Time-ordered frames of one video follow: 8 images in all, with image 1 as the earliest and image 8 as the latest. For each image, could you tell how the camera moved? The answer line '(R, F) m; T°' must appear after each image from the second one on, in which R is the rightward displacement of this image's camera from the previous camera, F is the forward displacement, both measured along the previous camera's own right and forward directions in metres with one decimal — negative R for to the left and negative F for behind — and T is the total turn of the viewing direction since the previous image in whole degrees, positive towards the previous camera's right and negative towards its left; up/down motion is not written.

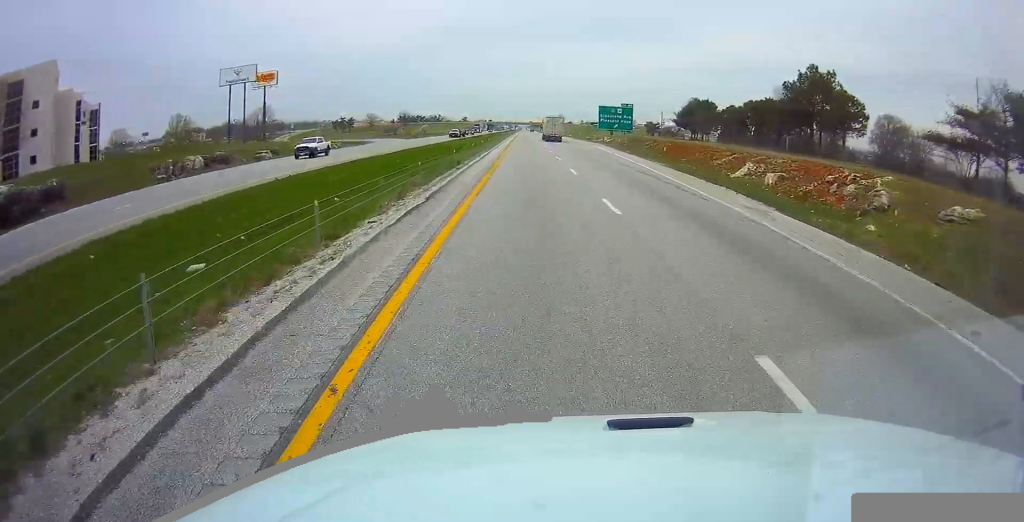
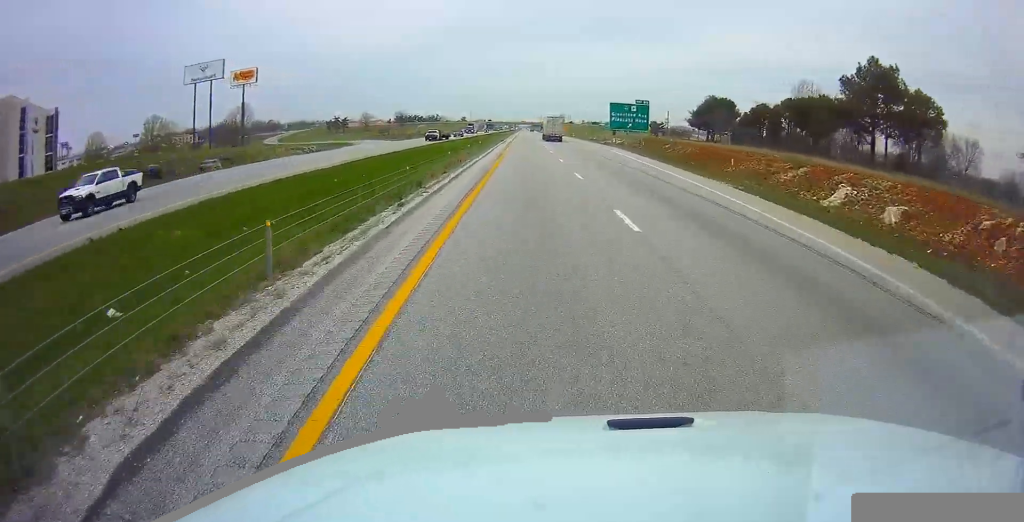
(+0.1, +14.7) m; 0°
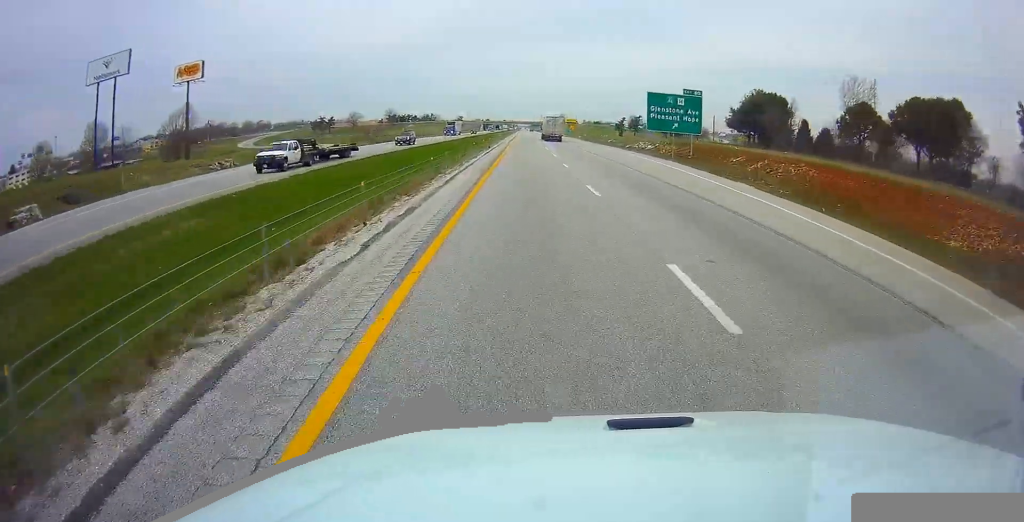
(-0.1, +30.4) m; 0°
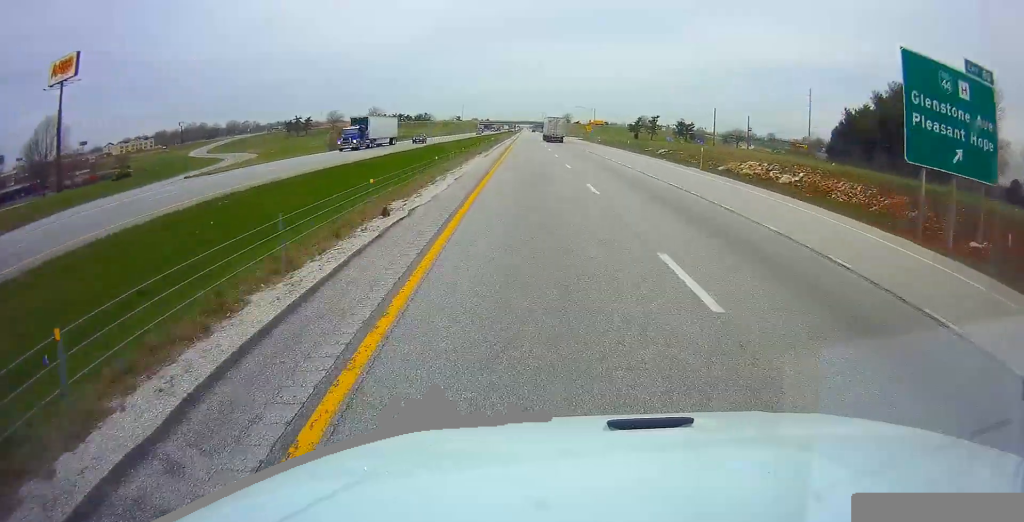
(-0.1, +47.9) m; 0°
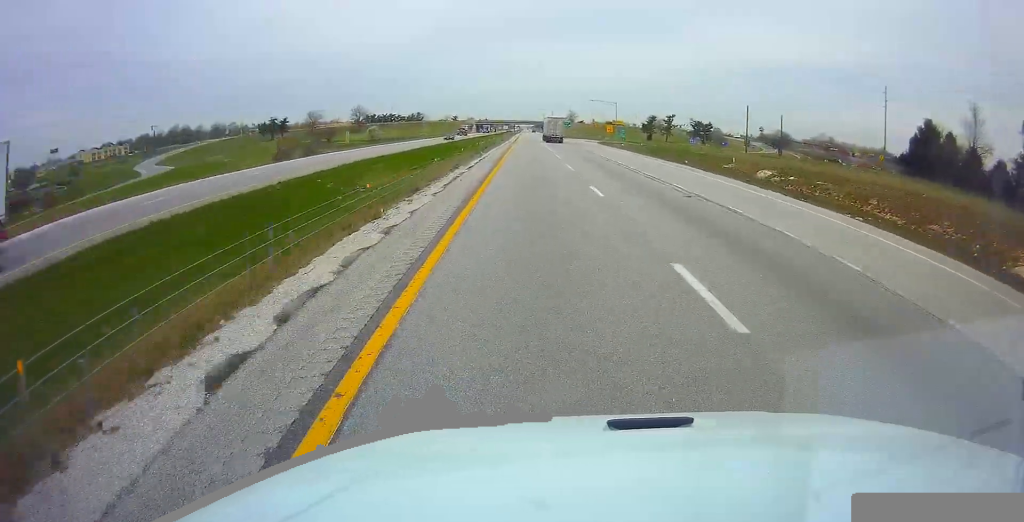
(0.0, +37.2) m; 0°
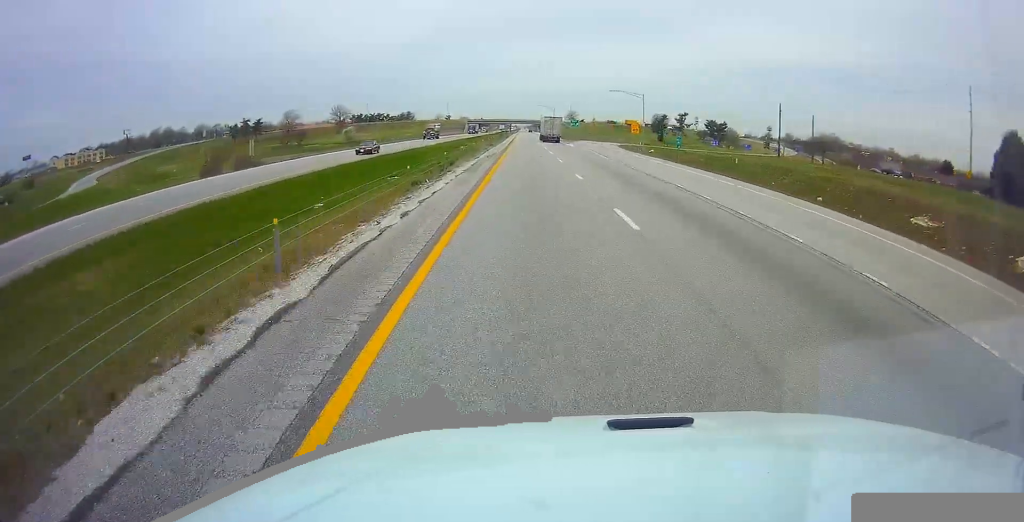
(0.0, +30.3) m; 0°
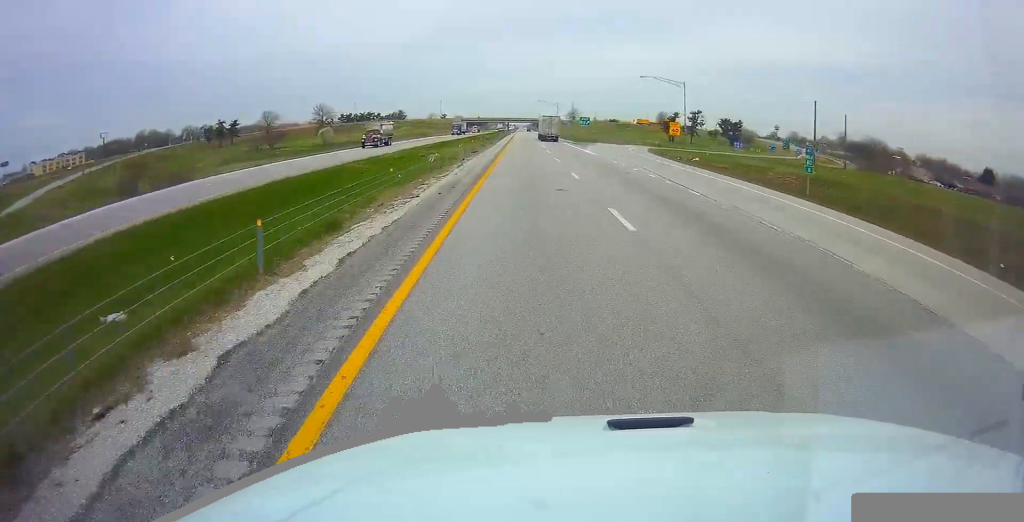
(+0.1, +24.4) m; 0°
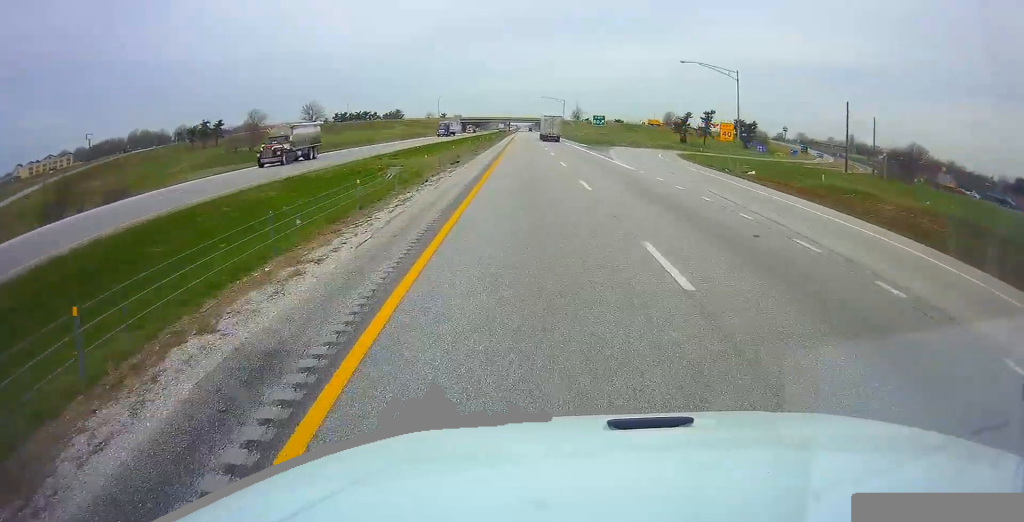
(+0.1, +16.6) m; 0°
